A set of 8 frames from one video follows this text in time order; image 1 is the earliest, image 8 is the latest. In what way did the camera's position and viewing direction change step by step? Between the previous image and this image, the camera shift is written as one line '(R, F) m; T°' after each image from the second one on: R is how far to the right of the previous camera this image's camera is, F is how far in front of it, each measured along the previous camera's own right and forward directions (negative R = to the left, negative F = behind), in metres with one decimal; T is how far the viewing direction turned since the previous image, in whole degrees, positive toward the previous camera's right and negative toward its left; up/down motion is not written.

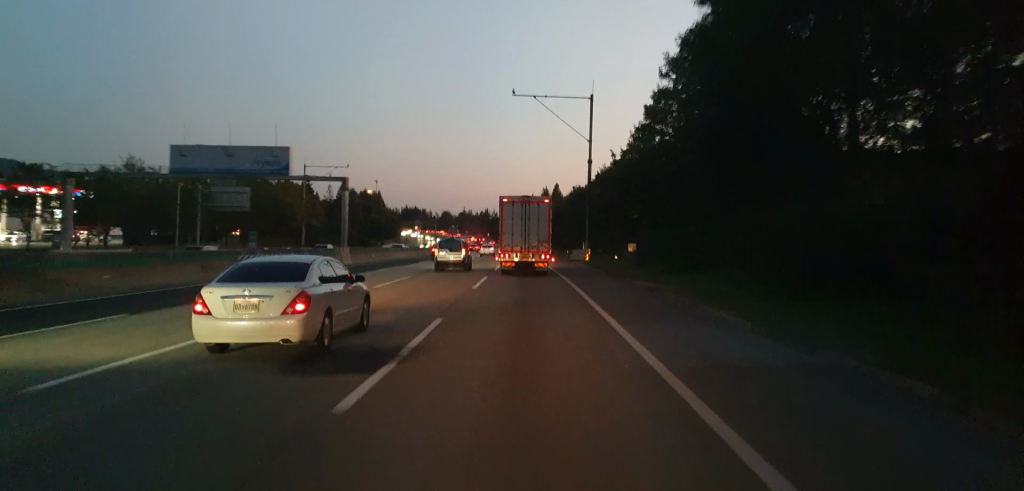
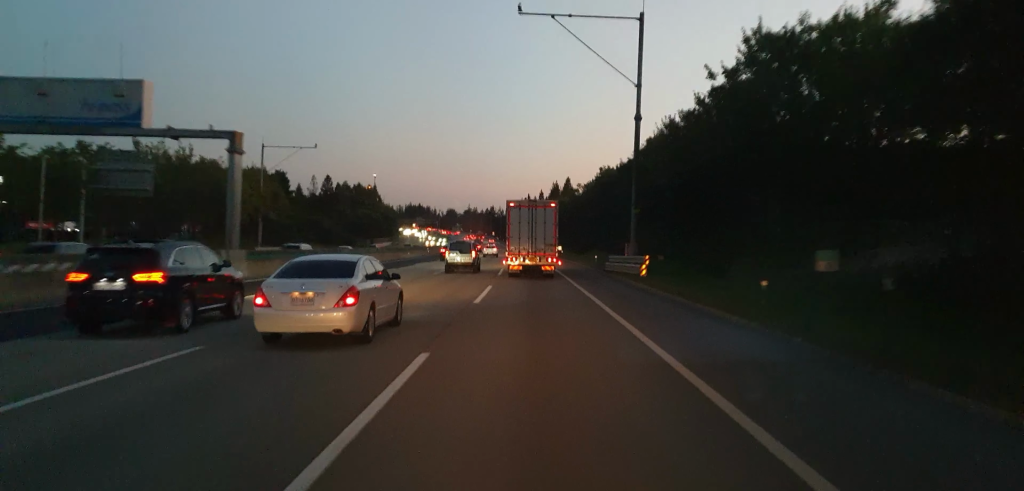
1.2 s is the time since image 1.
(+0.2, +25.3) m; 0°
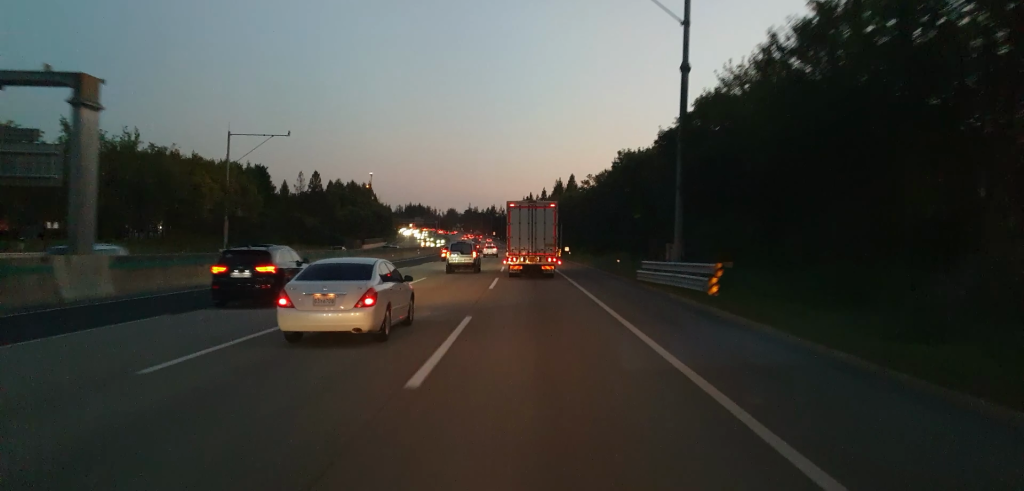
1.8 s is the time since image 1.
(-0.1, +12.9) m; 0°
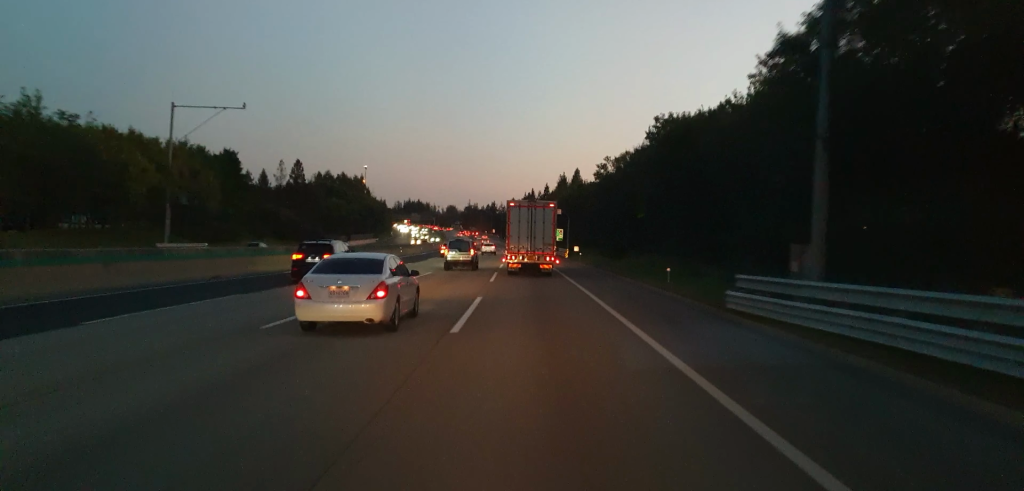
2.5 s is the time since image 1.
(-0.1, +15.7) m; 0°
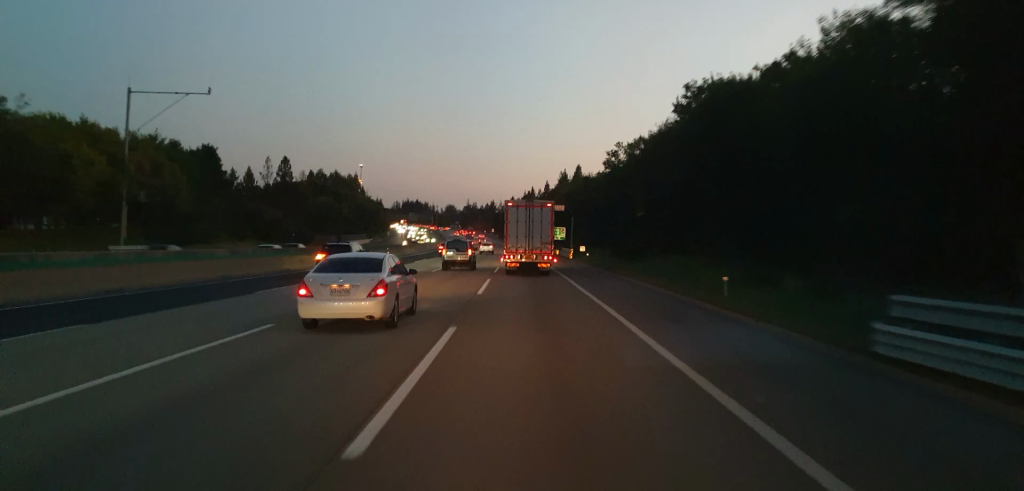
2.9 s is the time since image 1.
(0.0, +8.6) m; 0°
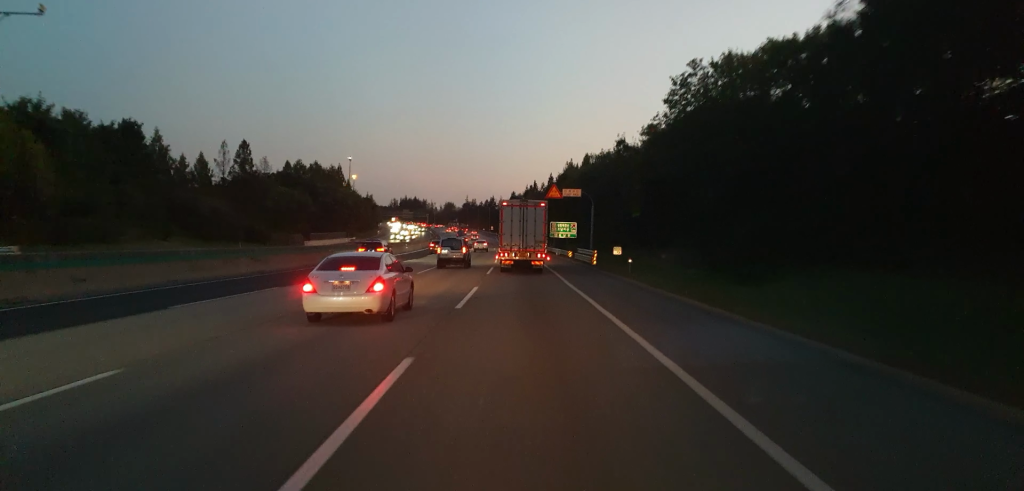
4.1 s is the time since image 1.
(0.0, +25.0) m; 0°
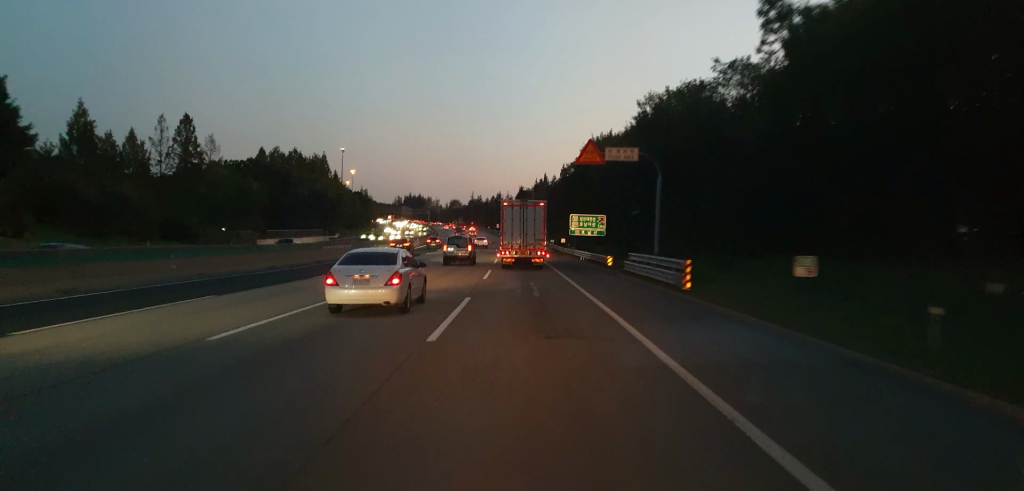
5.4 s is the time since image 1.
(-0.1, +27.6) m; -1°
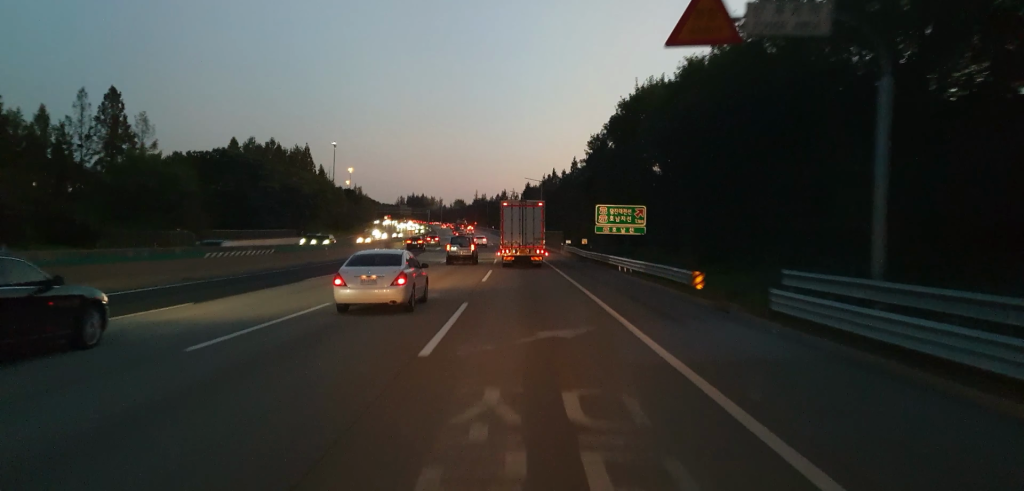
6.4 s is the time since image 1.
(-0.3, +21.8) m; -1°
